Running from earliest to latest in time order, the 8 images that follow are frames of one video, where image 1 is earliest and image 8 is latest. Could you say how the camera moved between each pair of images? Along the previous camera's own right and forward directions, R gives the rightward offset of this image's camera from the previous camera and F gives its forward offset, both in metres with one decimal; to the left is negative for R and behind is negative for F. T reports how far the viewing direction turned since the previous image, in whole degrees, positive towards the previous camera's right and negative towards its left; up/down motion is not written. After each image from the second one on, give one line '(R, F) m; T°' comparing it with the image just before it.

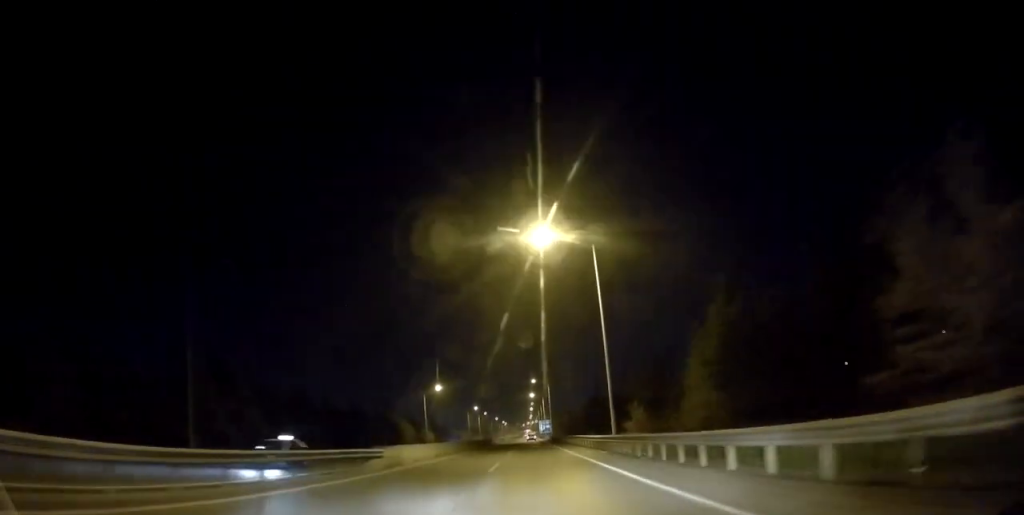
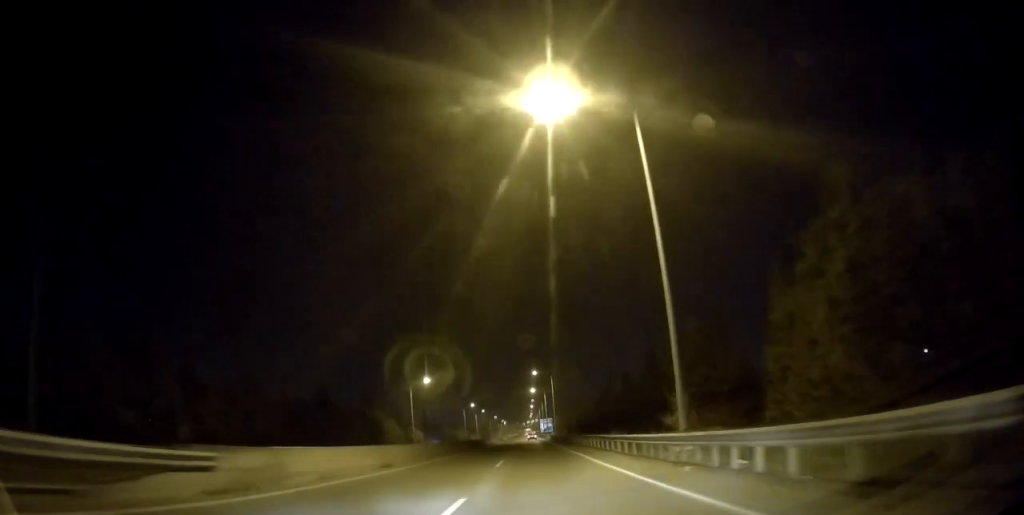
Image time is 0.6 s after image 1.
(0.0, +14.5) m; 0°
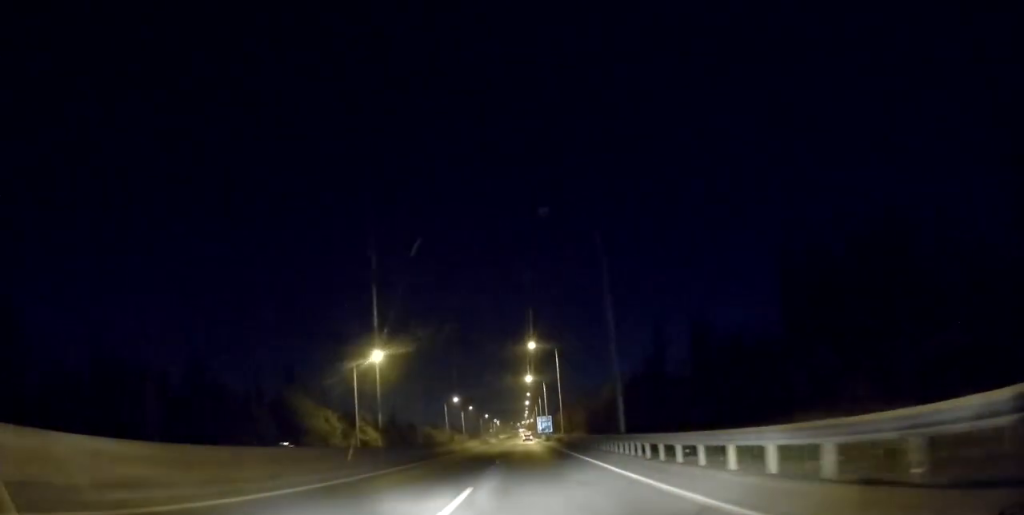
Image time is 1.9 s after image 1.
(+0.1, +33.2) m; 0°
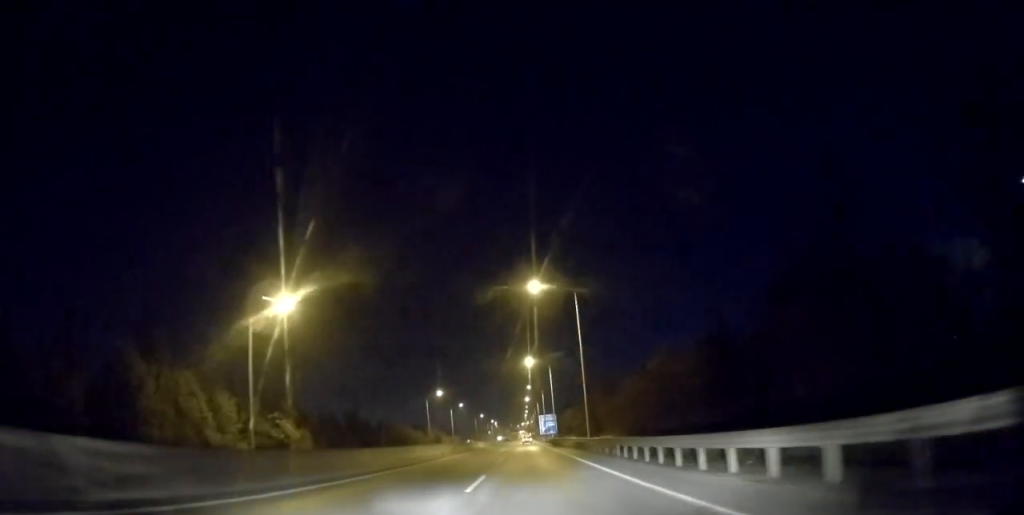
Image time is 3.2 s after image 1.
(0.0, +30.5) m; +1°
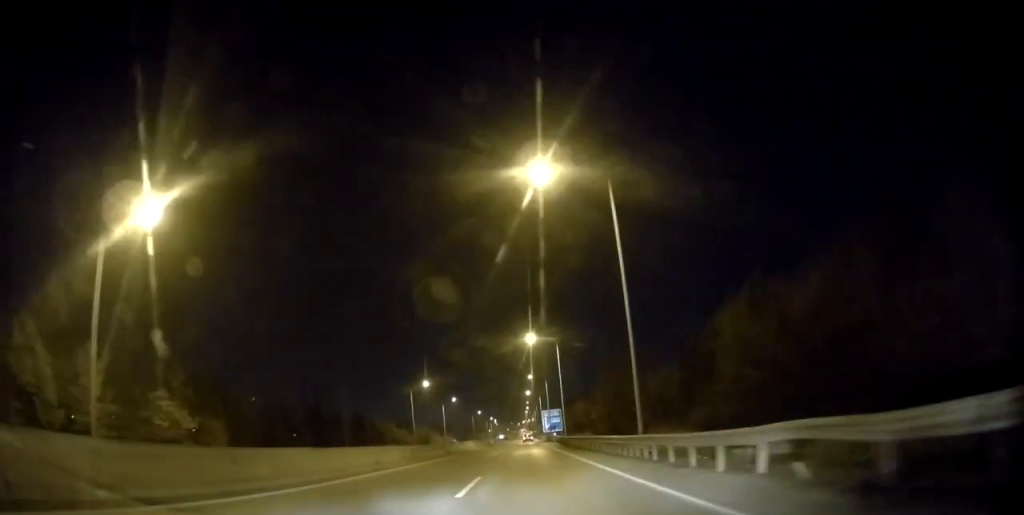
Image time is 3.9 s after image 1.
(+0.1, +19.0) m; +1°
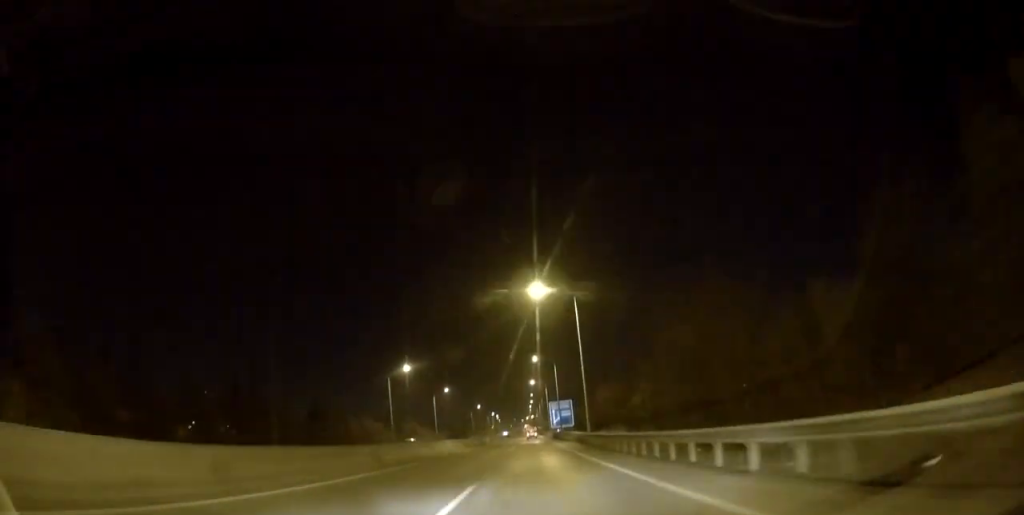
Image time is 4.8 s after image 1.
(+0.3, +21.2) m; +1°
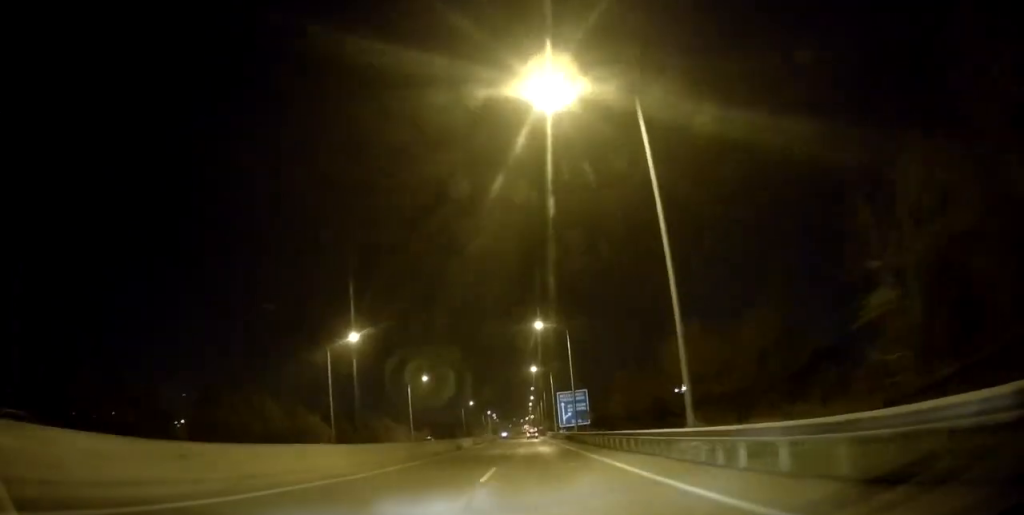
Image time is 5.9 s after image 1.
(-0.2, +28.8) m; -2°
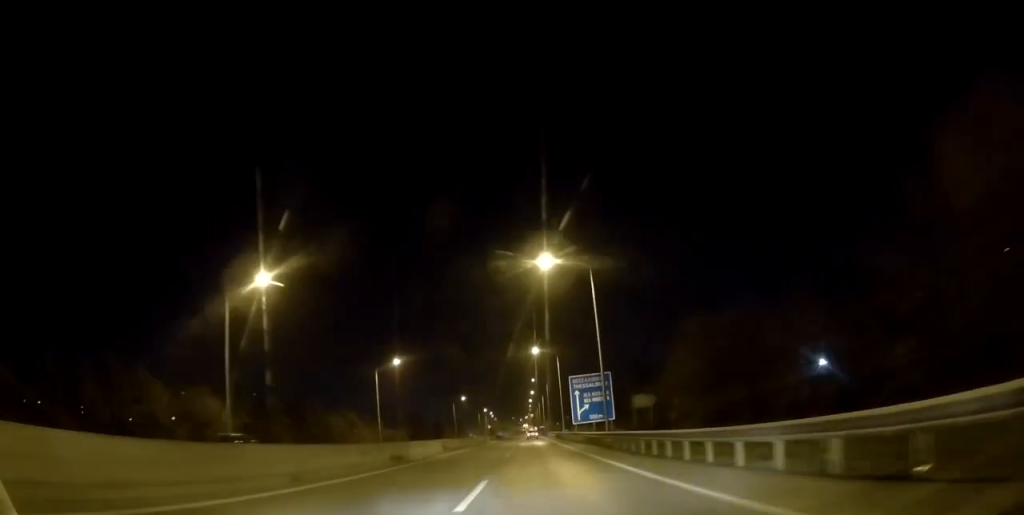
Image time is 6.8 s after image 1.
(-0.4, +24.0) m; -1°
